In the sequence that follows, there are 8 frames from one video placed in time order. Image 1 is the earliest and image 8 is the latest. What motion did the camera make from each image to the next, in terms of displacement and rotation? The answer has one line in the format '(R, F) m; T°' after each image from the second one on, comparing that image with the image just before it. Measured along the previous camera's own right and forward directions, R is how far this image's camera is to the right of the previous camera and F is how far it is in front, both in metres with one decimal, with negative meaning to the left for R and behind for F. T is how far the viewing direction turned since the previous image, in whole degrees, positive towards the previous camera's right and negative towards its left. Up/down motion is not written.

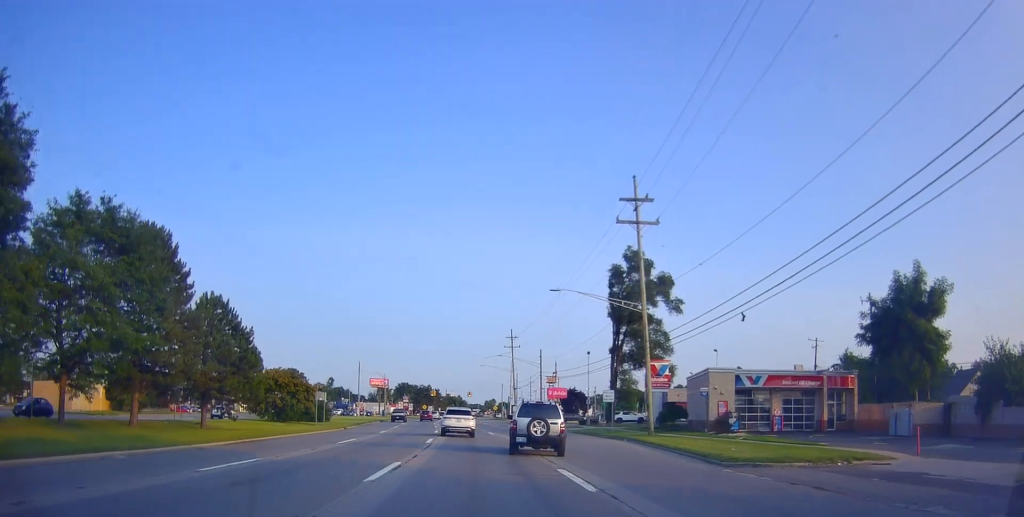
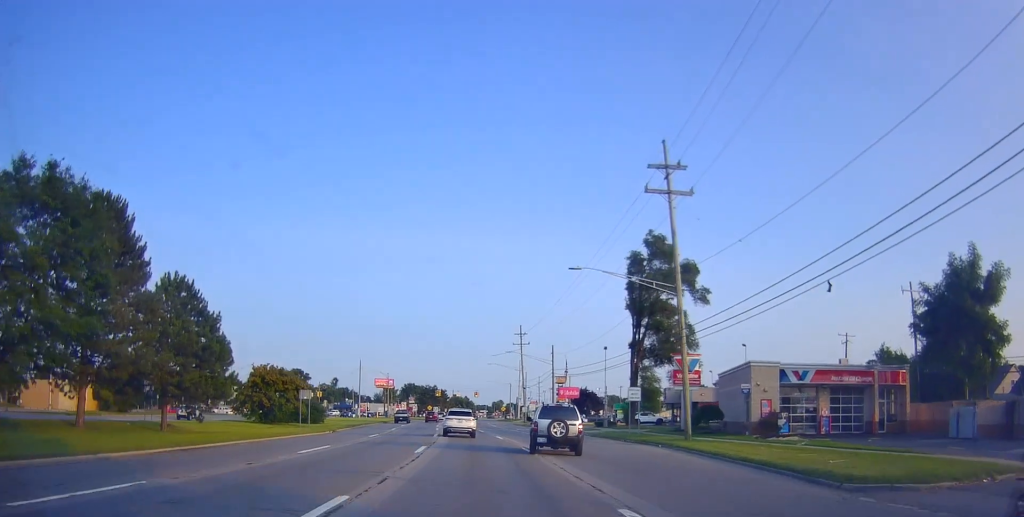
(-0.1, +6.0) m; 0°
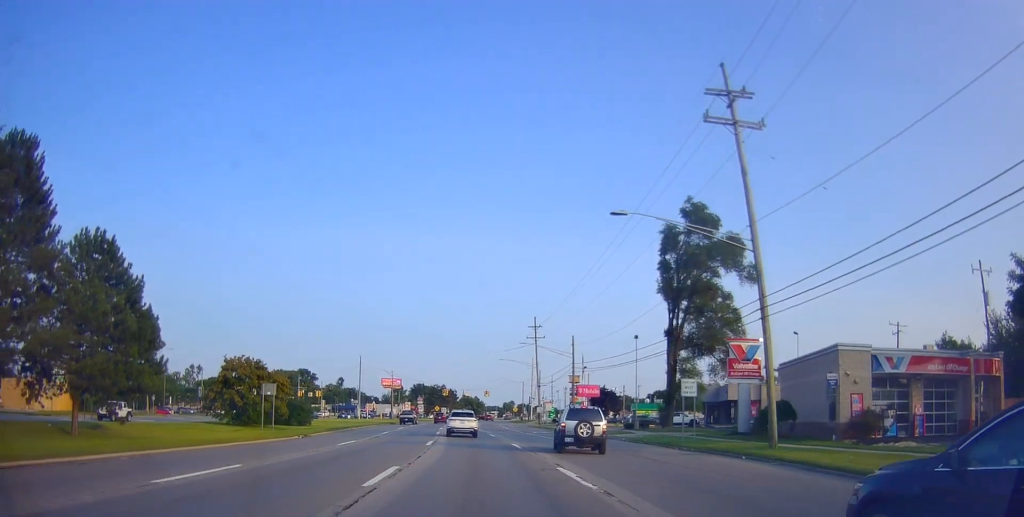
(-0.3, +9.0) m; +1°
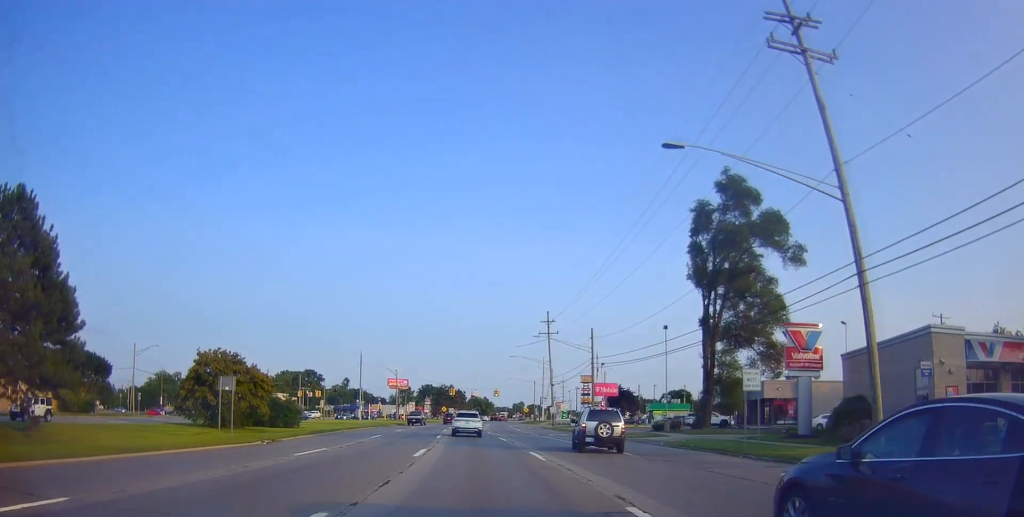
(+0.2, +6.5) m; 0°
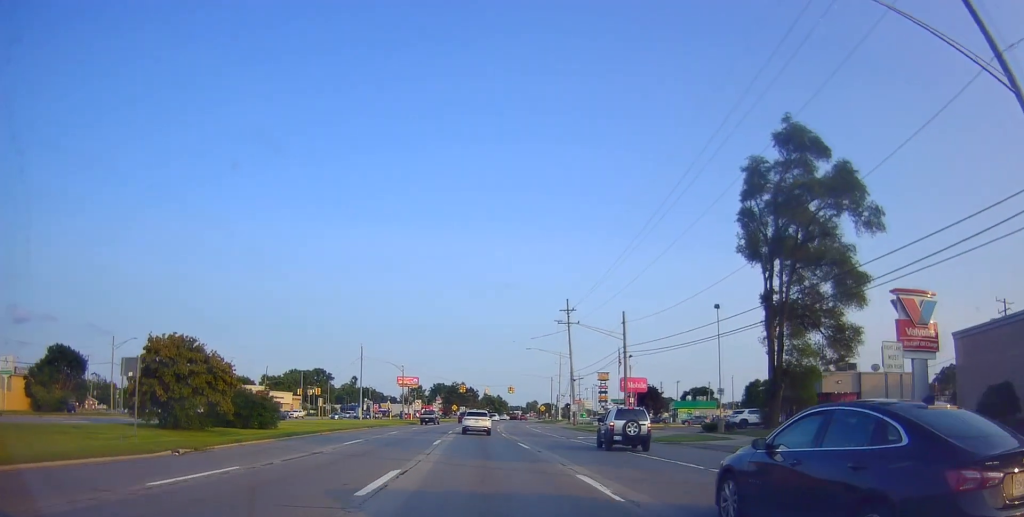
(+0.4, +8.5) m; 0°
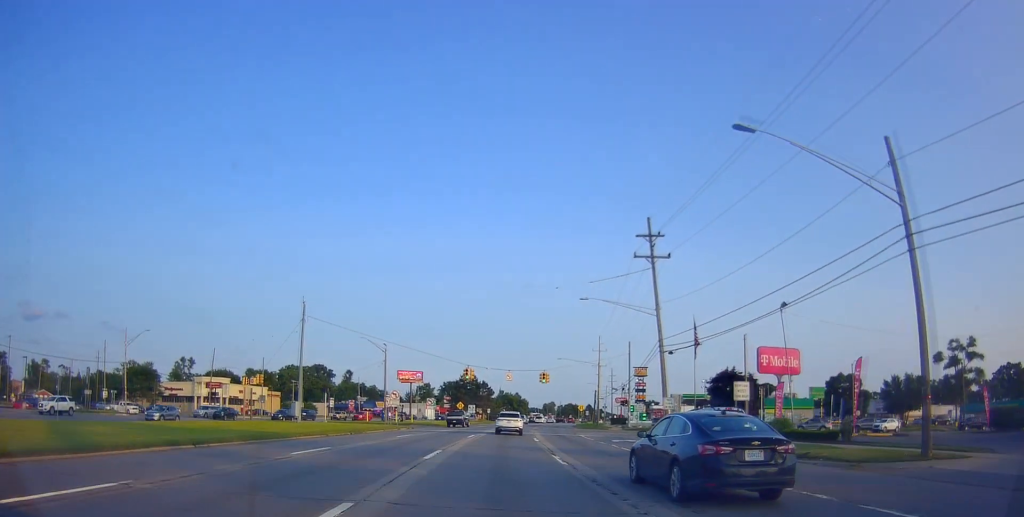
(-2.3, +34.3) m; -7°
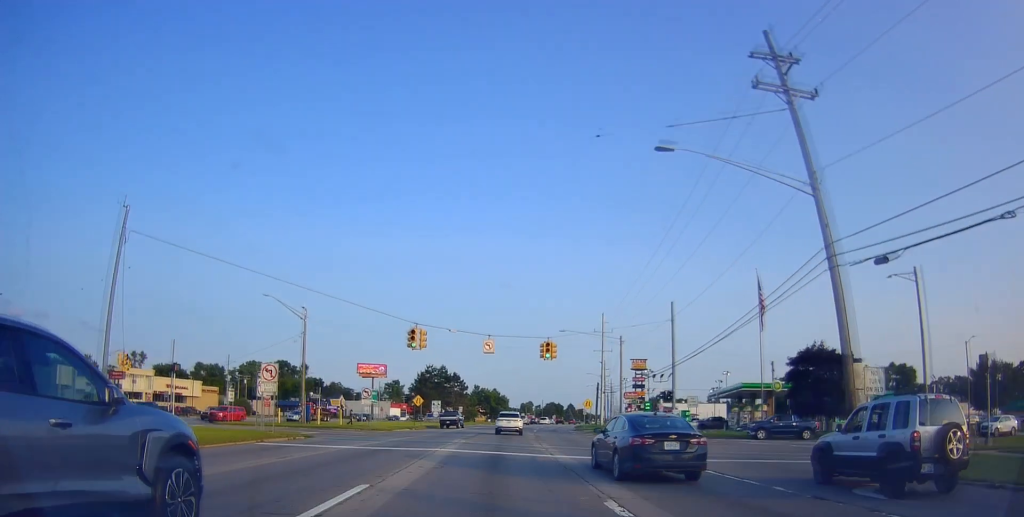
(-0.4, +26.9) m; 0°
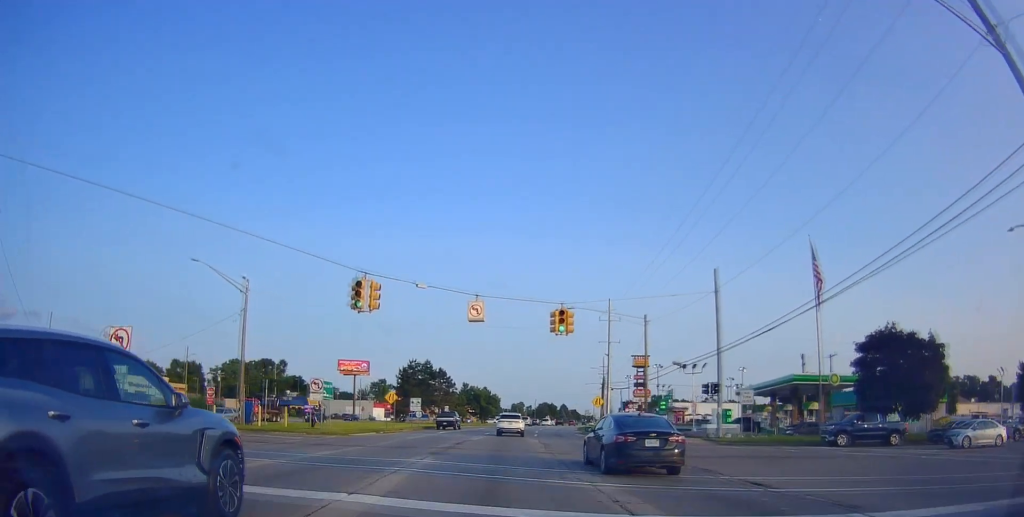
(+0.1, +12.2) m; 0°
